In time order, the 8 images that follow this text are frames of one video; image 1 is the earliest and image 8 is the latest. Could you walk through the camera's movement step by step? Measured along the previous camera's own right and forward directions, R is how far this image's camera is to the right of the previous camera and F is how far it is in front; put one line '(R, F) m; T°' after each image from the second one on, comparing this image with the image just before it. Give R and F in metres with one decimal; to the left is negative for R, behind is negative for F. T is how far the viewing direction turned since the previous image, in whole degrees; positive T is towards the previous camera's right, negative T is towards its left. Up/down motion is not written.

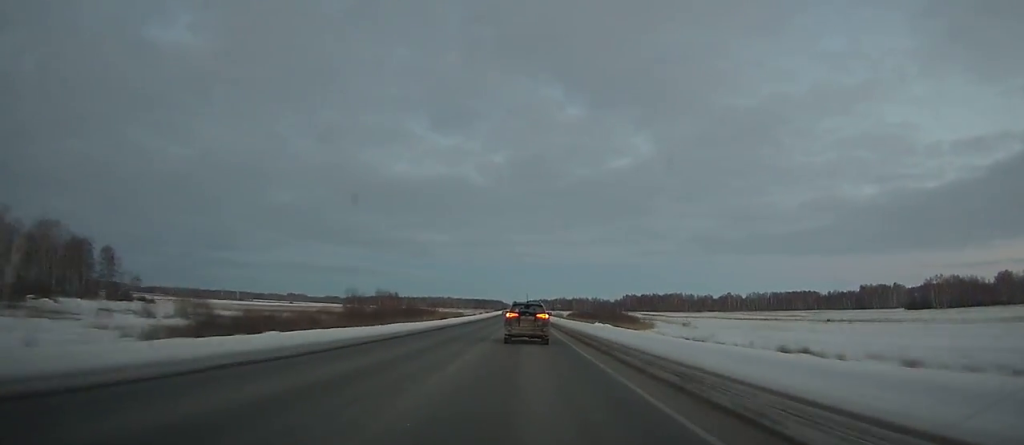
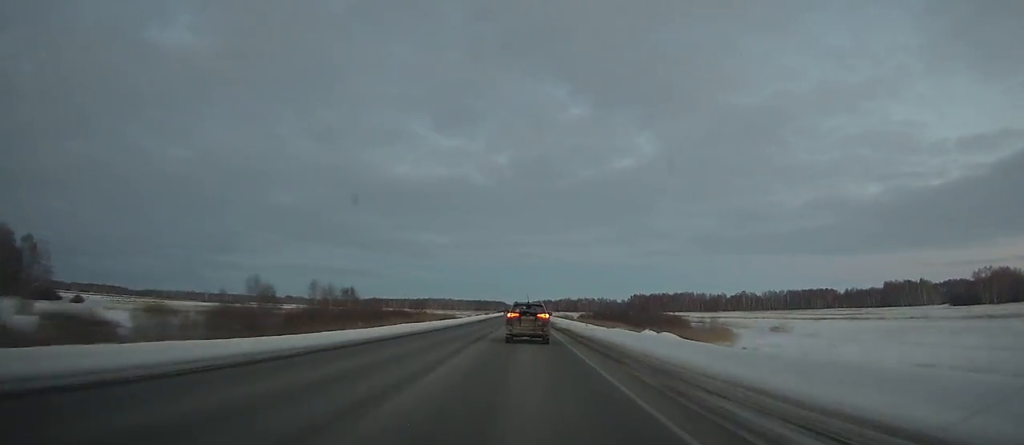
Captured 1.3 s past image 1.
(-0.1, +35.8) m; 0°
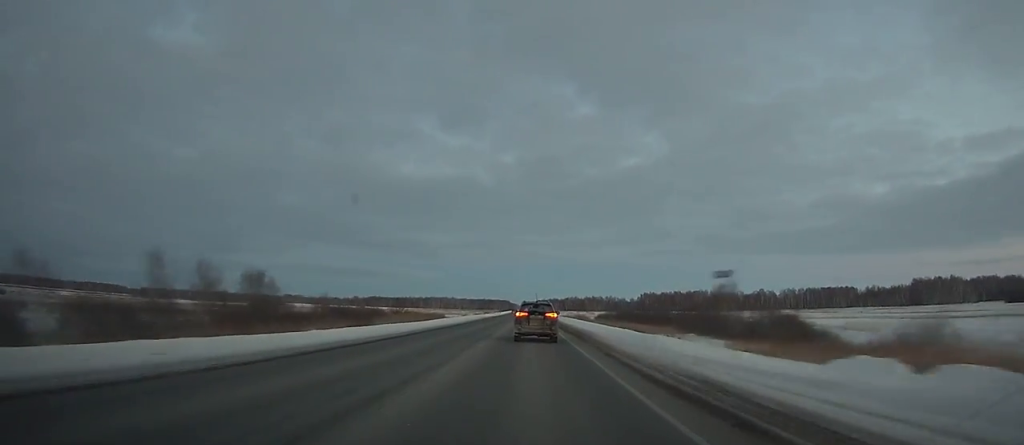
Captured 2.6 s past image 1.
(0.0, +35.9) m; 0°
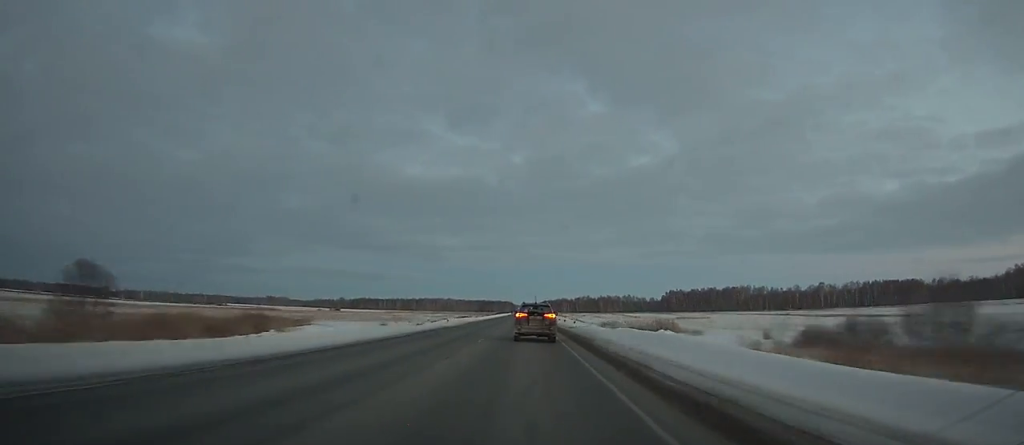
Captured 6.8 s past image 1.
(-0.8, +116.6) m; -1°
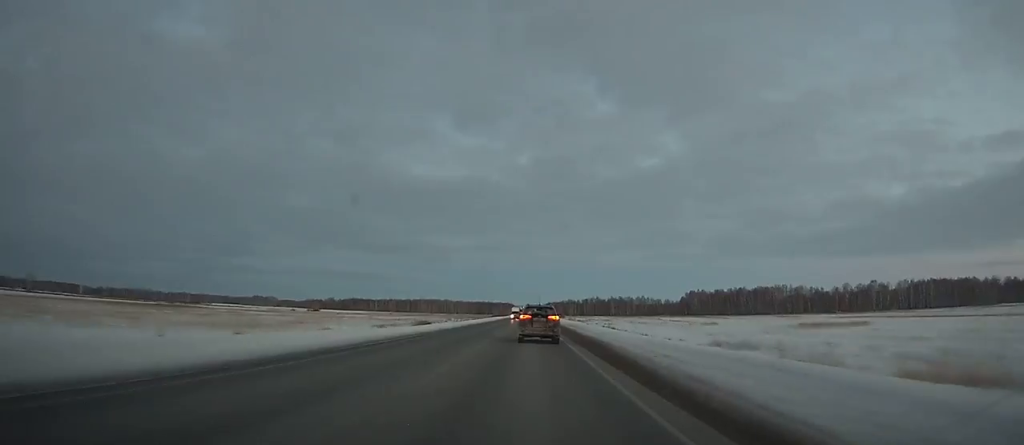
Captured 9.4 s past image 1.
(-0.3, +72.8) m; 0°
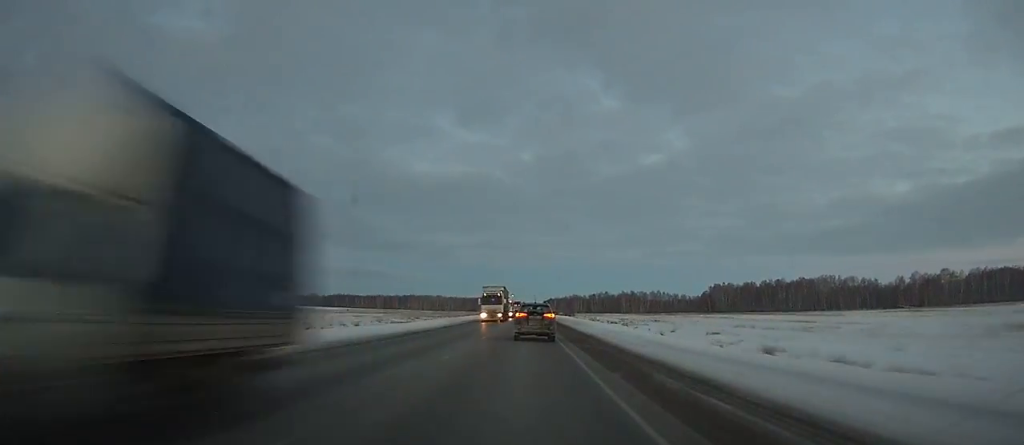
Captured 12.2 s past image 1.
(-0.1, +78.8) m; 0°
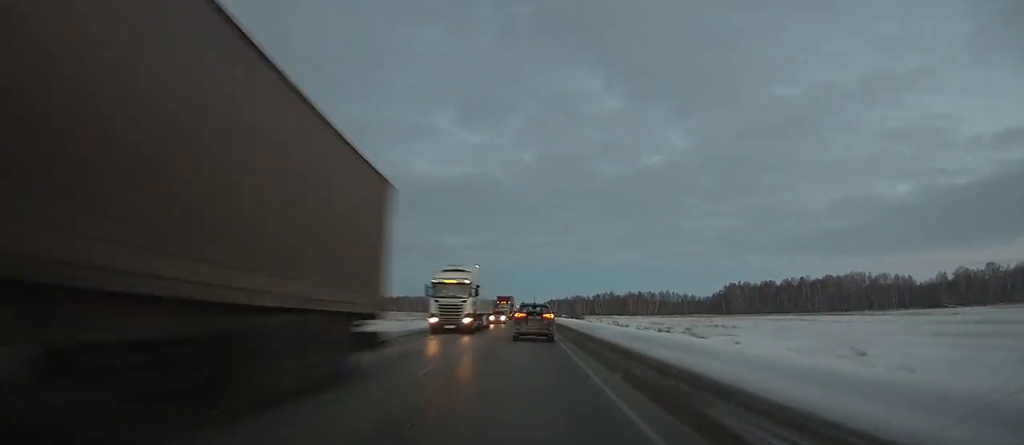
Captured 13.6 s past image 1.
(0.0, +39.6) m; 0°
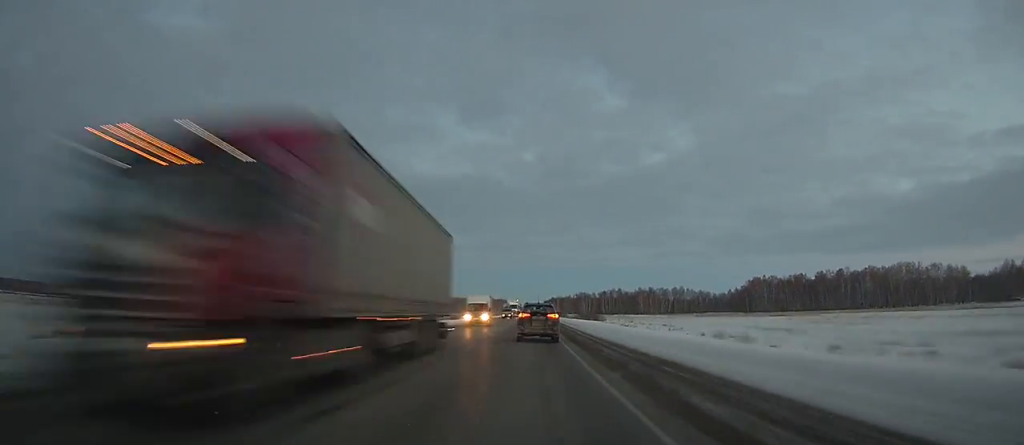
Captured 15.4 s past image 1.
(0.0, +51.1) m; 0°
